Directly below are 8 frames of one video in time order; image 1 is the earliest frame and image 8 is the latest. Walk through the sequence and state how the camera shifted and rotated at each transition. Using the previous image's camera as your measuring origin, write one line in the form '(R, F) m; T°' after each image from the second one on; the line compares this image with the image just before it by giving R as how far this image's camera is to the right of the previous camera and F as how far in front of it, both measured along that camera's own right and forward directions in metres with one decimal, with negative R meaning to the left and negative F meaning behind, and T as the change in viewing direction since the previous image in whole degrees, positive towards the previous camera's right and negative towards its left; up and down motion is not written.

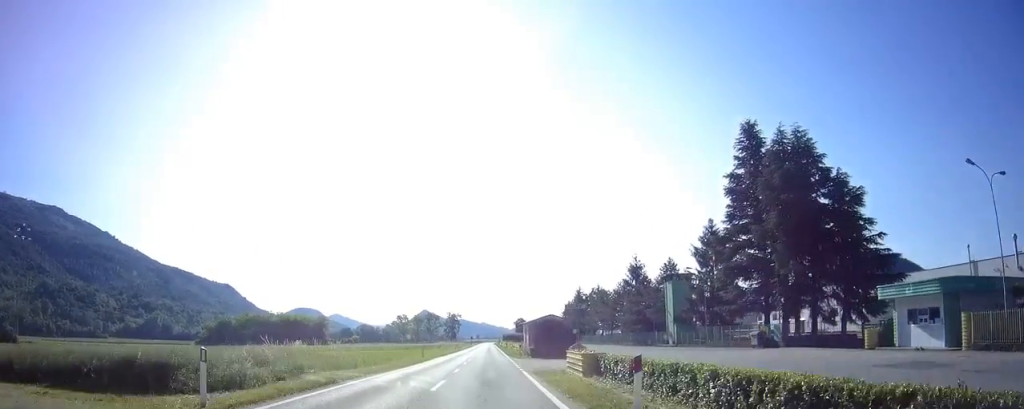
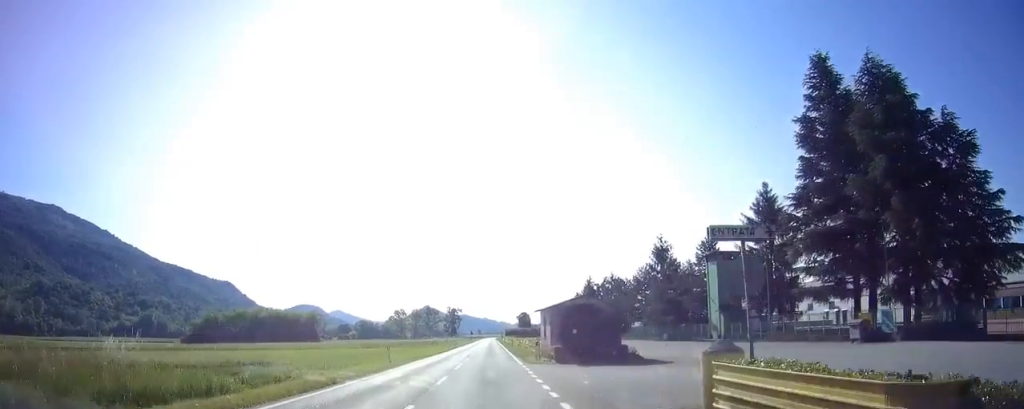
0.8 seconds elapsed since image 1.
(0.0, +14.4) m; 0°
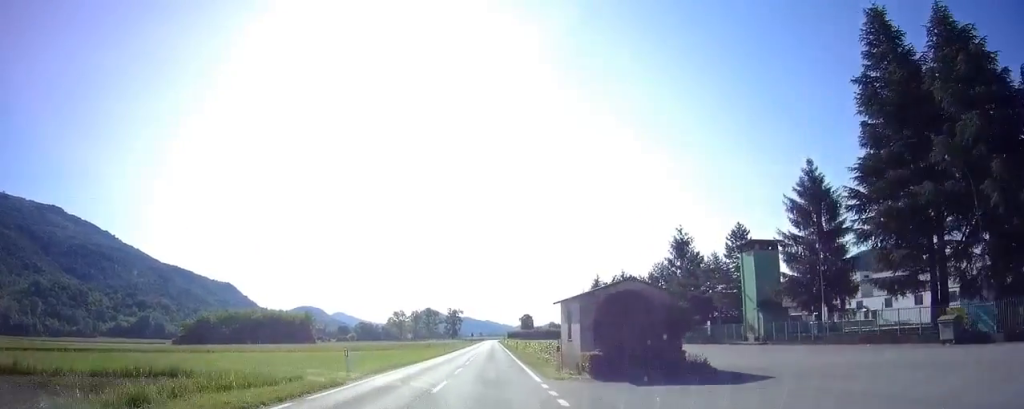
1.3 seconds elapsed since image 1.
(0.0, +8.1) m; 0°
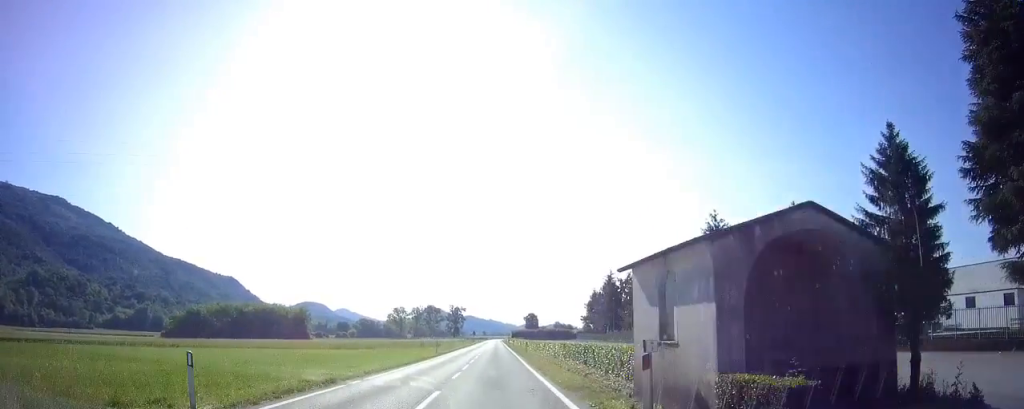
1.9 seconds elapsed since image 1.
(0.0, +10.4) m; 0°
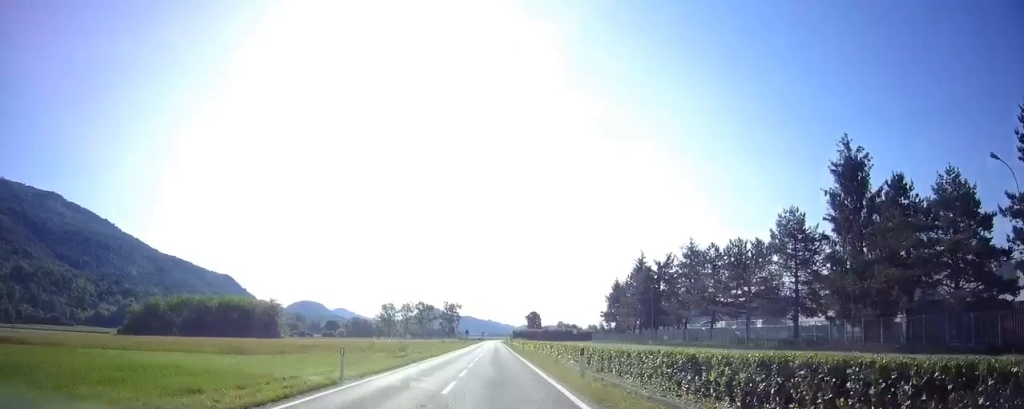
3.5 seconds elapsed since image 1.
(0.0, +27.1) m; 0°
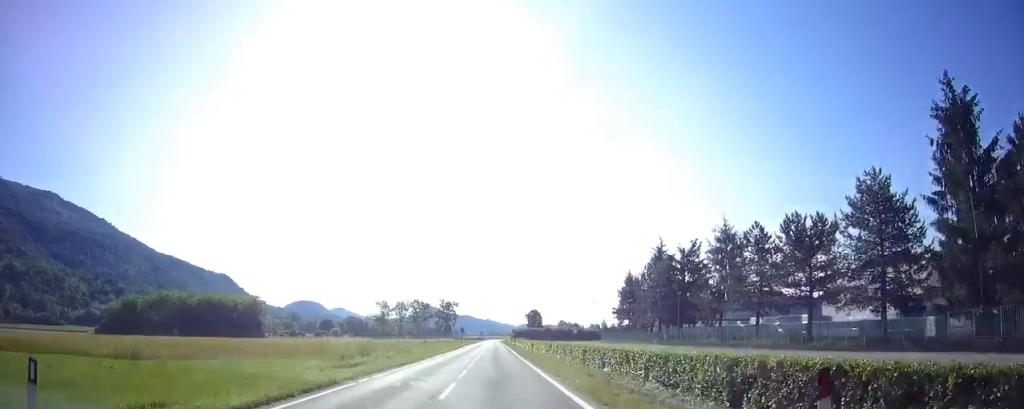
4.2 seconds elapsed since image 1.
(0.0, +12.7) m; 0°
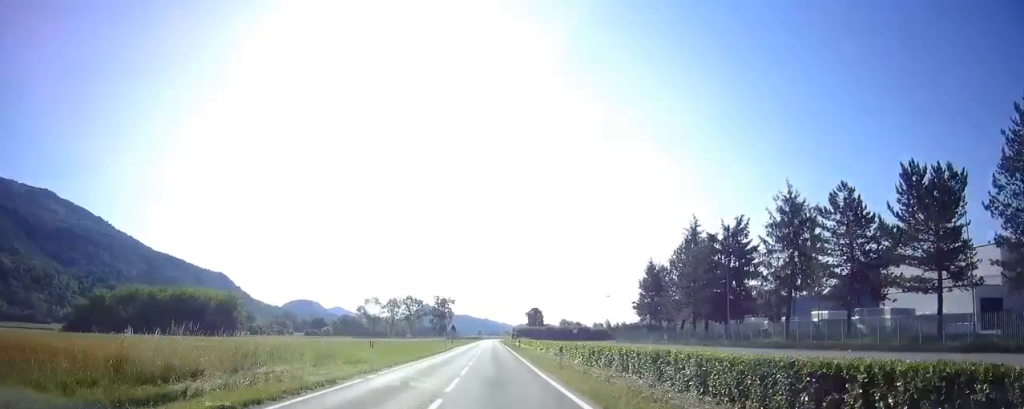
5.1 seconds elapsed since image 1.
(0.0, +16.1) m; 0°
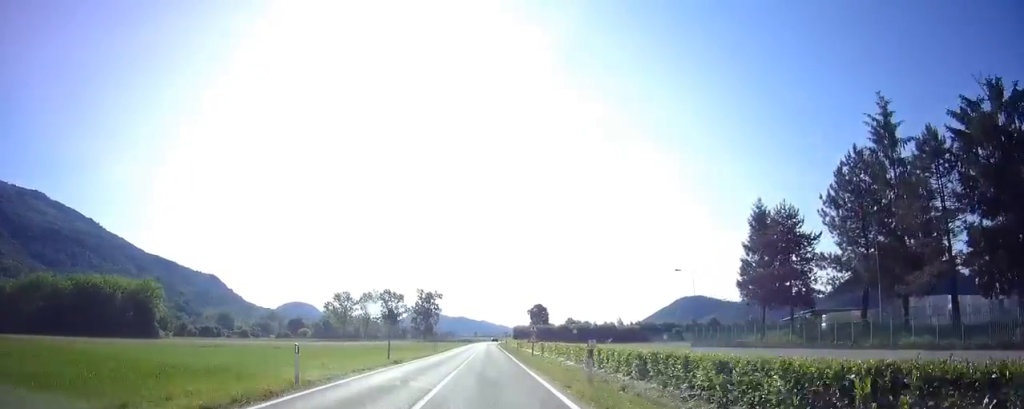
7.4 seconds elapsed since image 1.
(-0.5, +39.6) m; -1°
